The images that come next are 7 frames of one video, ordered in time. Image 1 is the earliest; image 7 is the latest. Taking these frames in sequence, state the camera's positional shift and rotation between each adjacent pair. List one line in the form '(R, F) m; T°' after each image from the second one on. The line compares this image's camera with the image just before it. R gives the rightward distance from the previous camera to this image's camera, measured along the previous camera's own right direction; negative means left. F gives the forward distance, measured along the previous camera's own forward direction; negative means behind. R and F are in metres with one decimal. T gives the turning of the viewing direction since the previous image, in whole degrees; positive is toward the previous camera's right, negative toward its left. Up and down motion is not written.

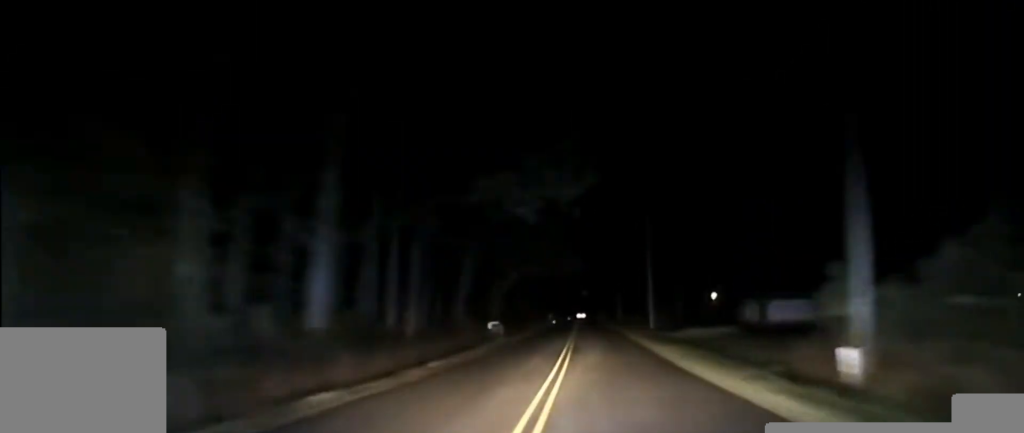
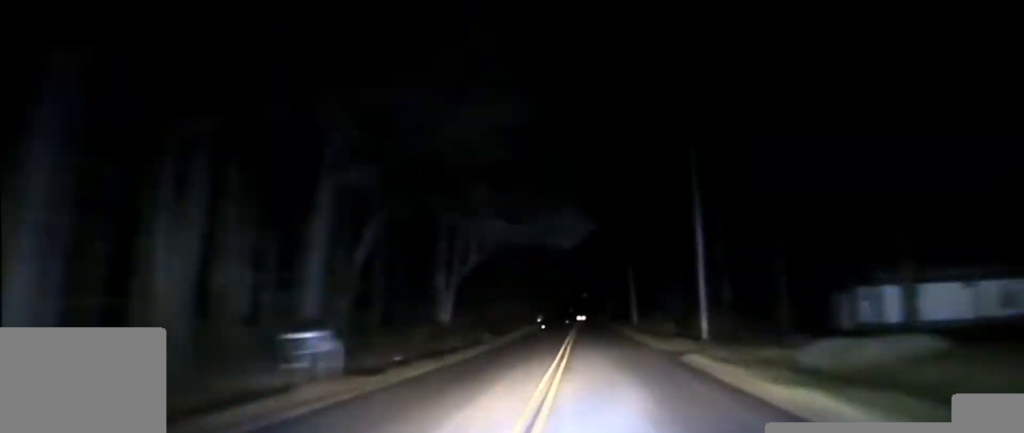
(+0.2, +29.6) m; 0°
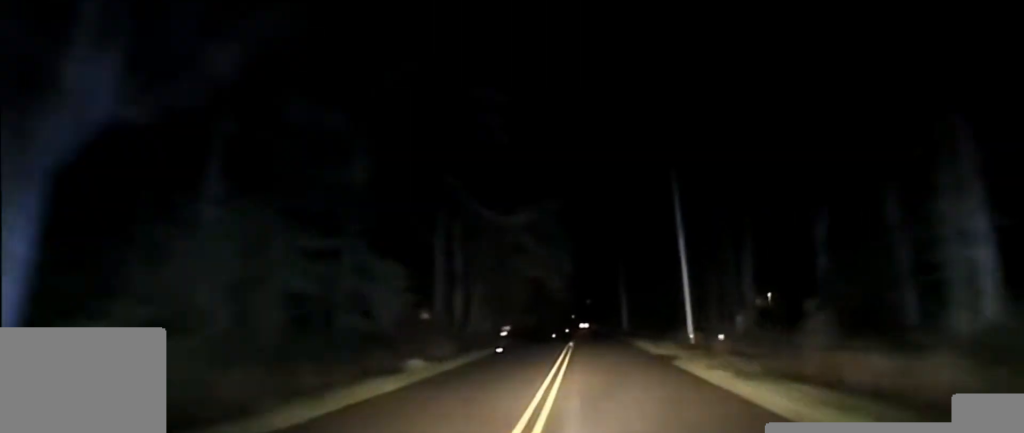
(+0.2, +43.7) m; 0°
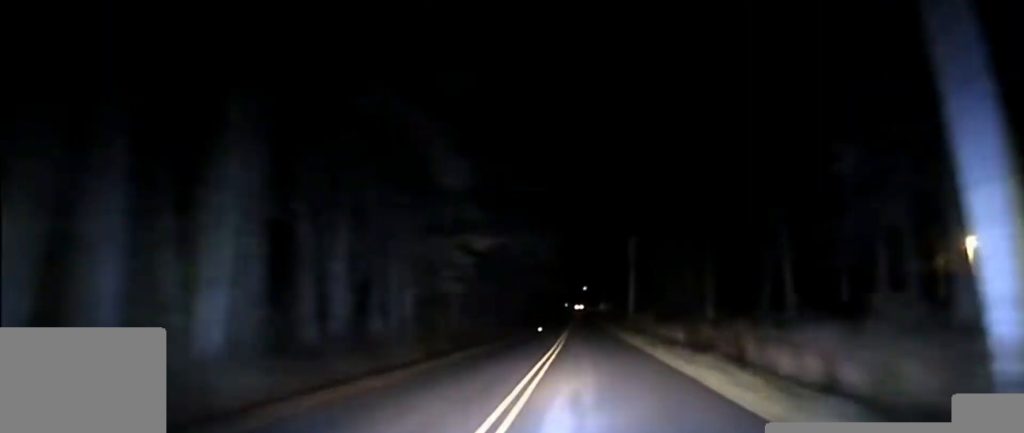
(0.0, +116.2) m; 0°
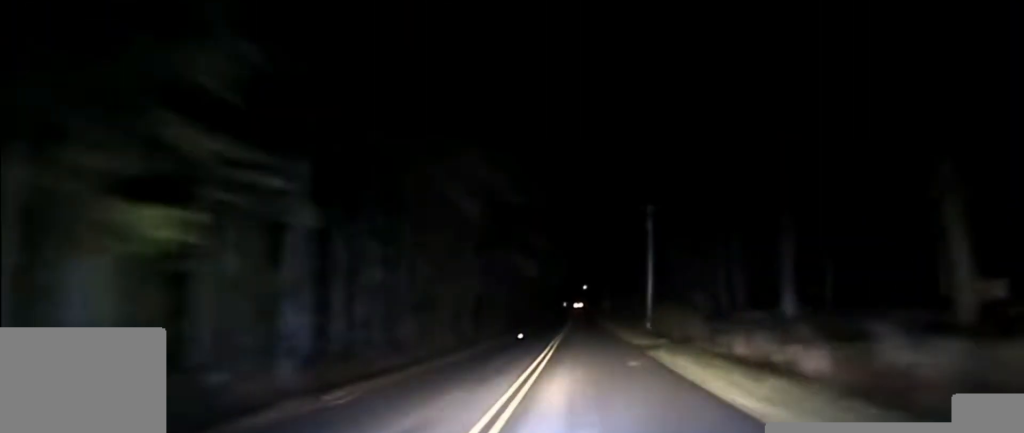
(0.0, +27.5) m; 0°
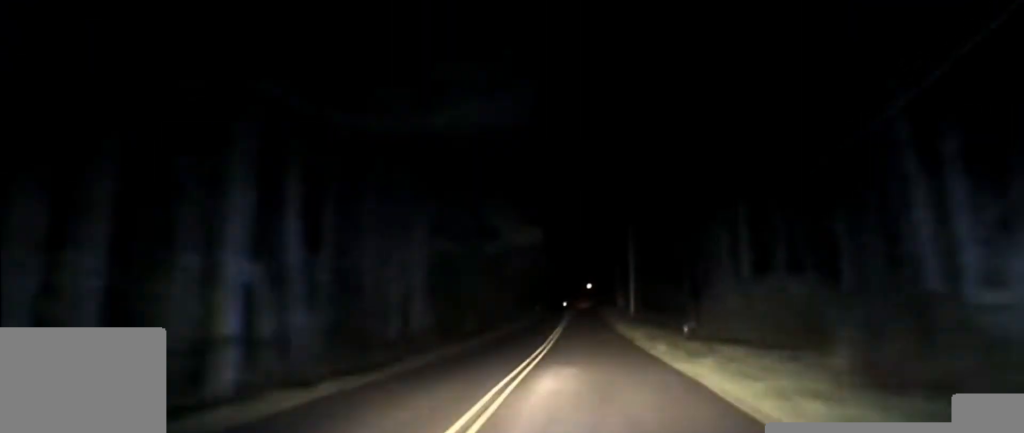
(-0.3, +73.3) m; 0°
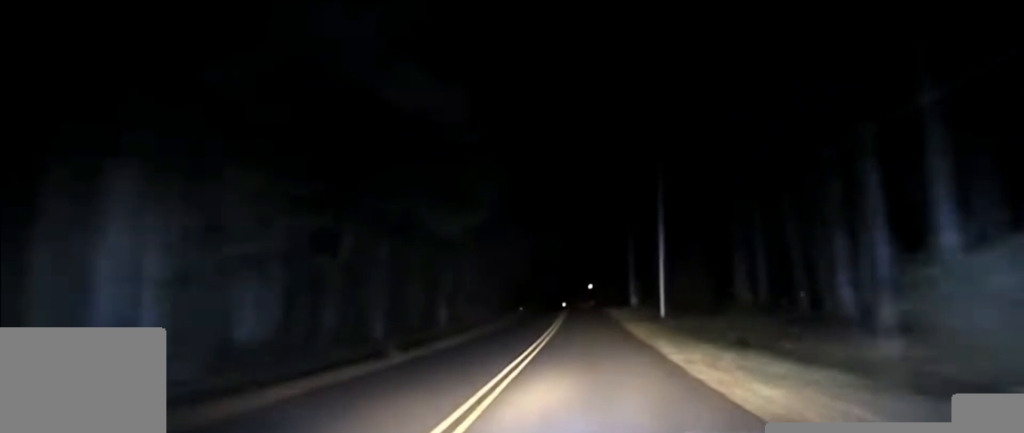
(0.0, +31.4) m; 0°
